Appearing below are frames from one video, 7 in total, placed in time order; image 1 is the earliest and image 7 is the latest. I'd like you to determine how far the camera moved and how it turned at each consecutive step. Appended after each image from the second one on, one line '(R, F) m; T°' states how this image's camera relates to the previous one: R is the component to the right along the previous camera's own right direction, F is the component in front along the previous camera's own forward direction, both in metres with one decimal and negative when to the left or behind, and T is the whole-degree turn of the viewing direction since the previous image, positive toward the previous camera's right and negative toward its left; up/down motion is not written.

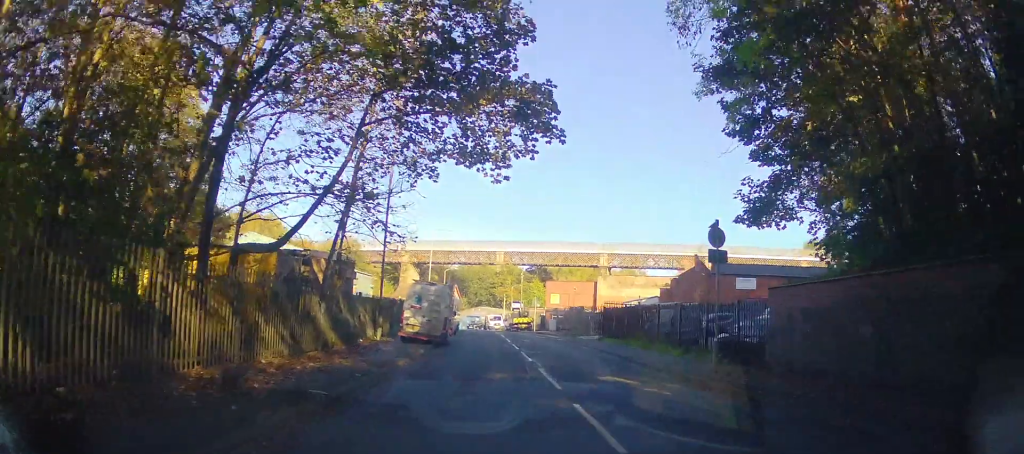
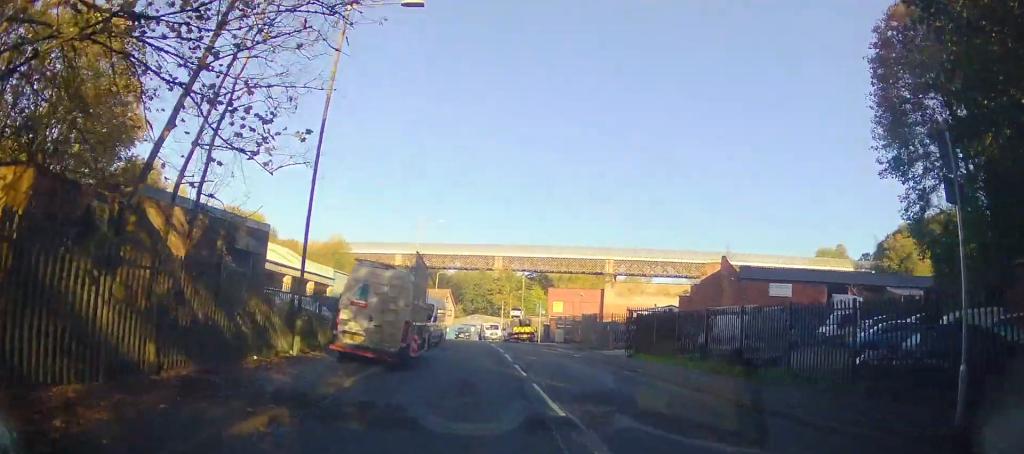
(+0.4, +8.6) m; +2°
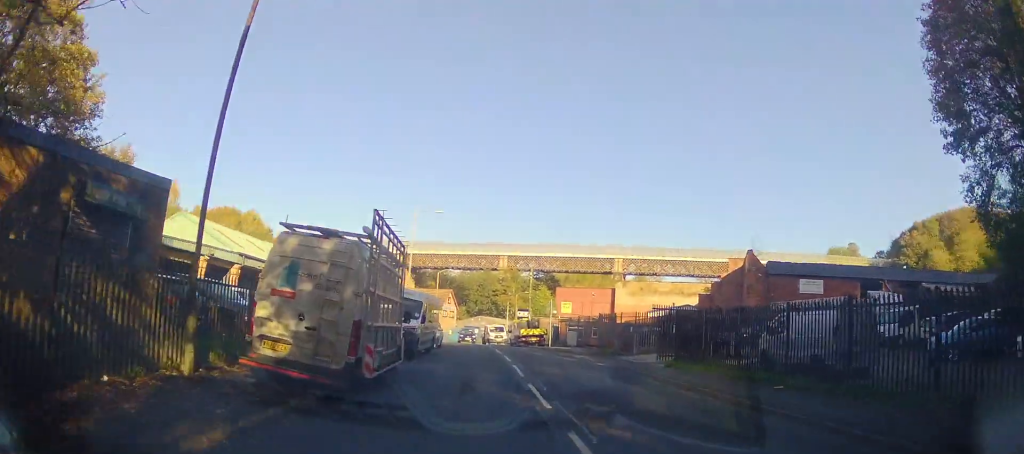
(-0.1, +5.5) m; +1°
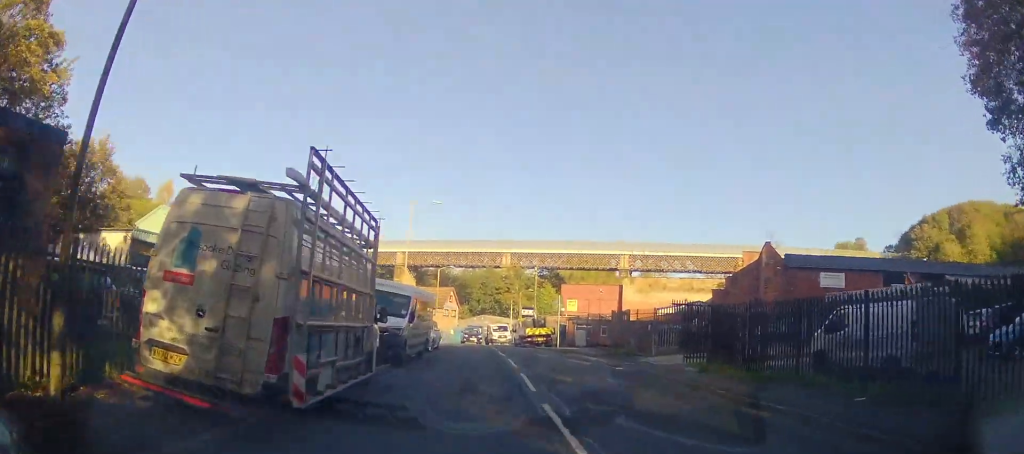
(-0.1, +3.4) m; 0°
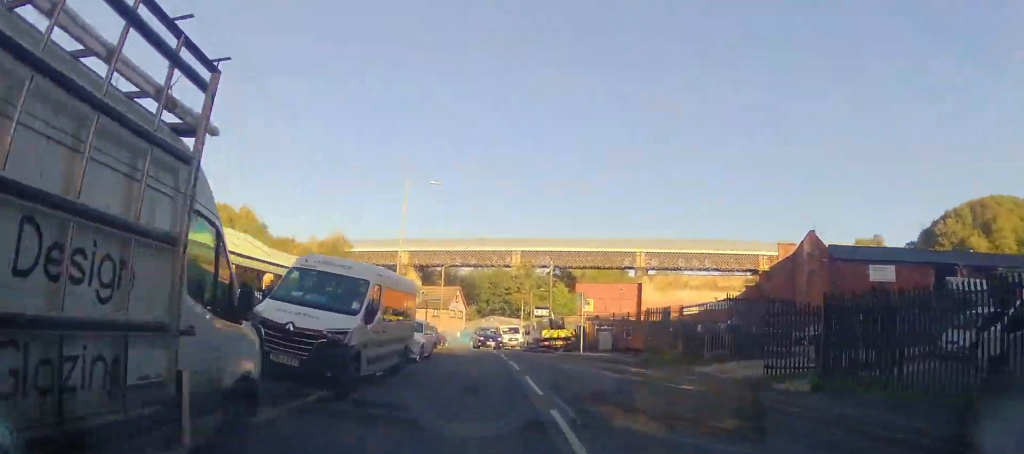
(+0.3, +6.8) m; +2°
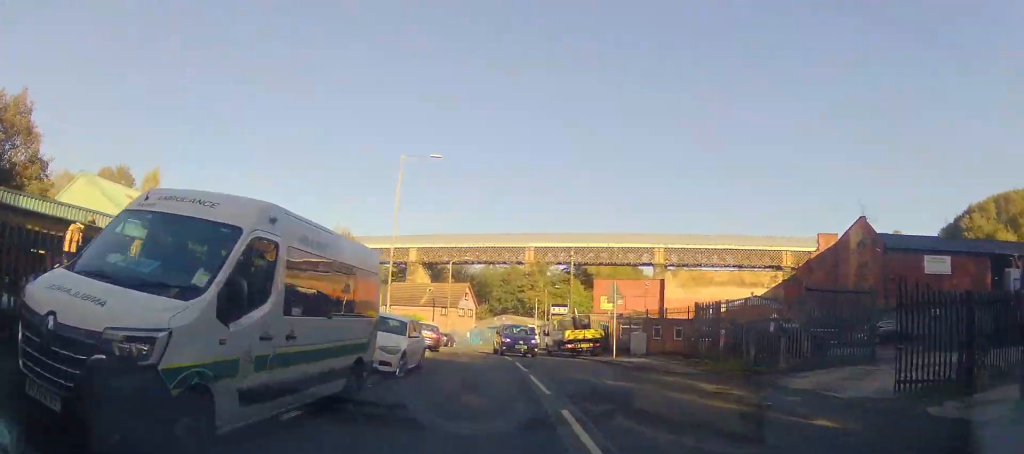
(0.0, +6.5) m; 0°
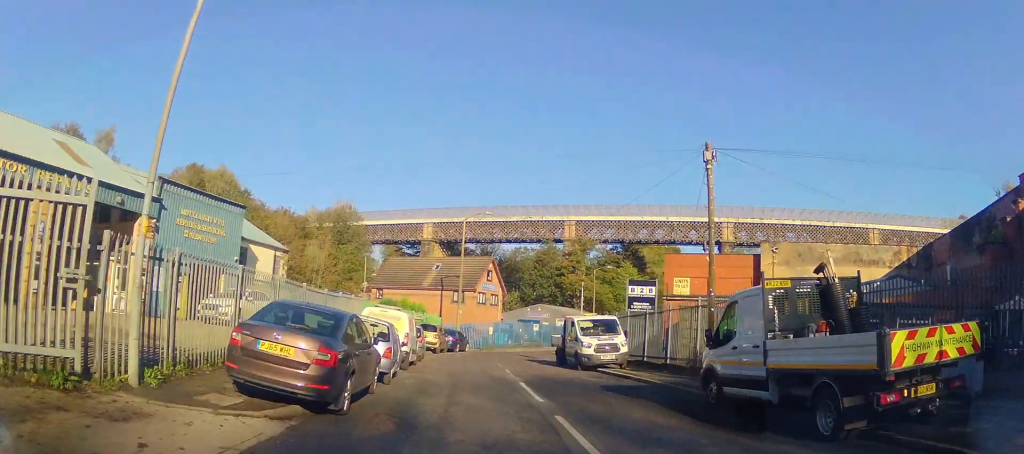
(-1.0, +25.2) m; -6°
